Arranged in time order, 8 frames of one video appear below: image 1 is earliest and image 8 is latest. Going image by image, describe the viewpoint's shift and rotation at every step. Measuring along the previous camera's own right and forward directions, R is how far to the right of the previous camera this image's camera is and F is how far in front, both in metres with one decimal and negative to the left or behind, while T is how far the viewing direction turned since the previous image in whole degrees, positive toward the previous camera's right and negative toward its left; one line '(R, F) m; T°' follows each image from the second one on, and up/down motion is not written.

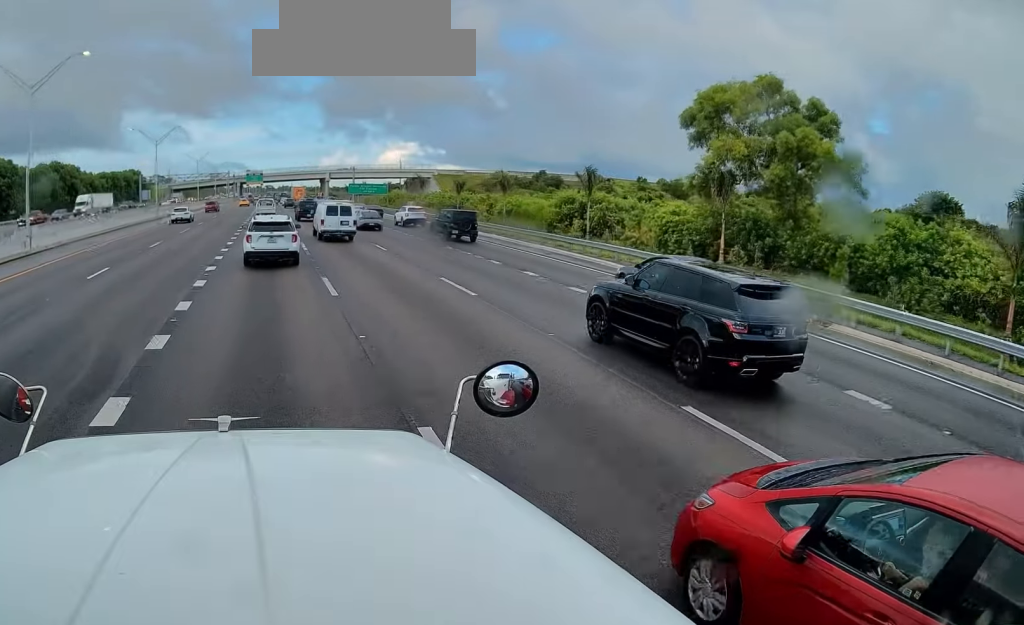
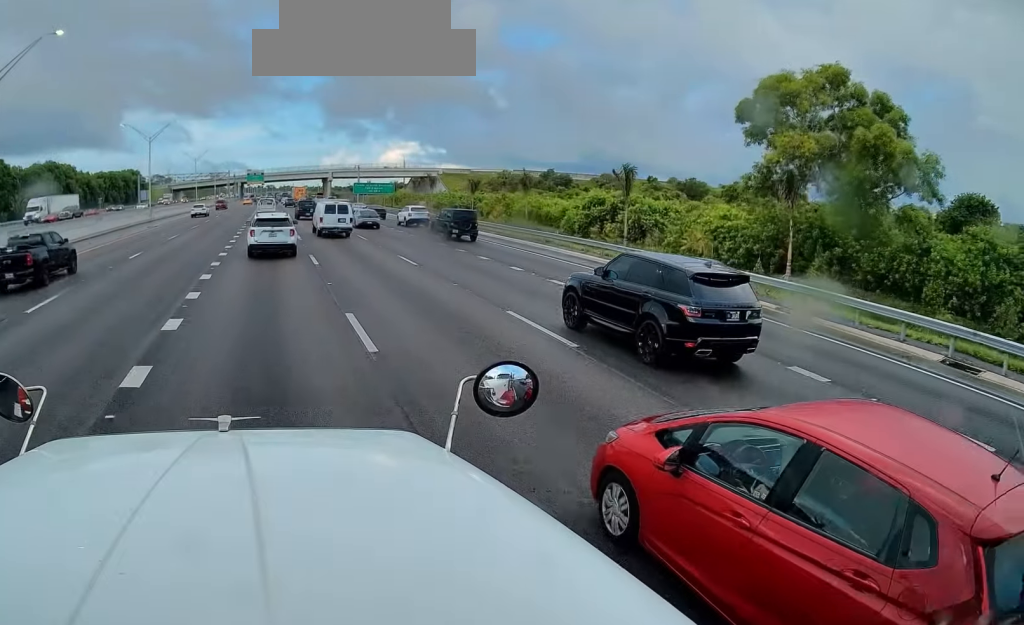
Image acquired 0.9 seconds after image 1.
(-0.2, +5.6) m; -2°
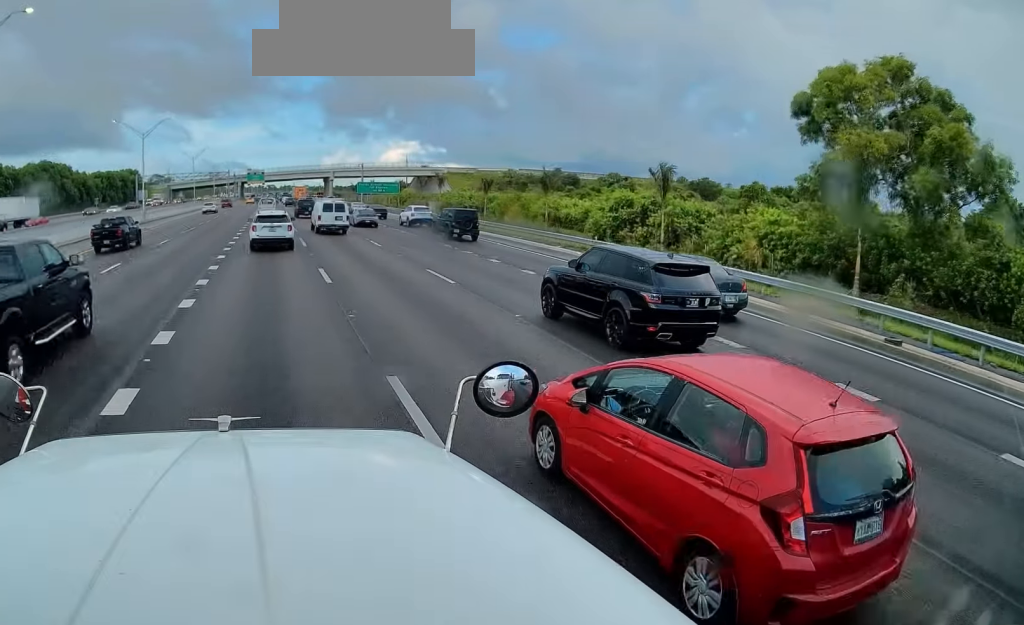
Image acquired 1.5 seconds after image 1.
(-0.1, +4.3) m; -1°
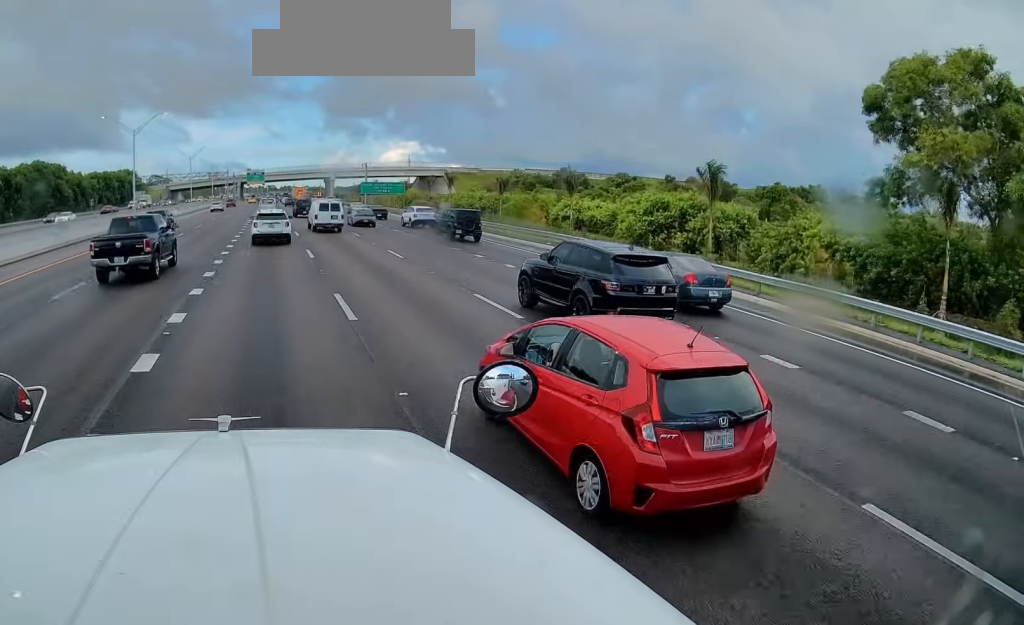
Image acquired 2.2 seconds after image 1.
(0.0, +5.2) m; 0°
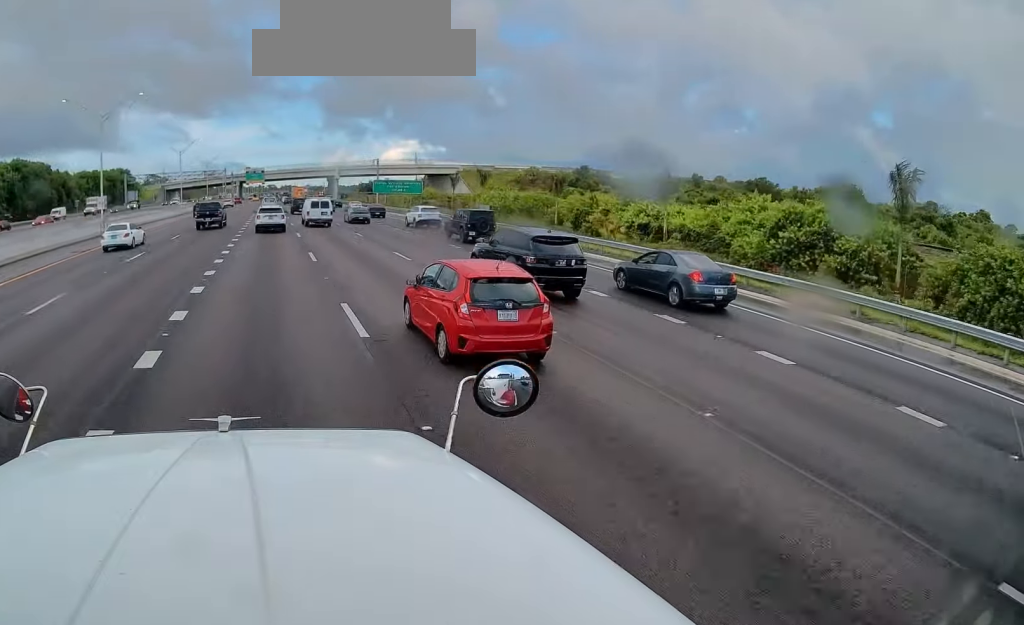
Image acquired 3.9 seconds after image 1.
(0.0, +13.4) m; 0°
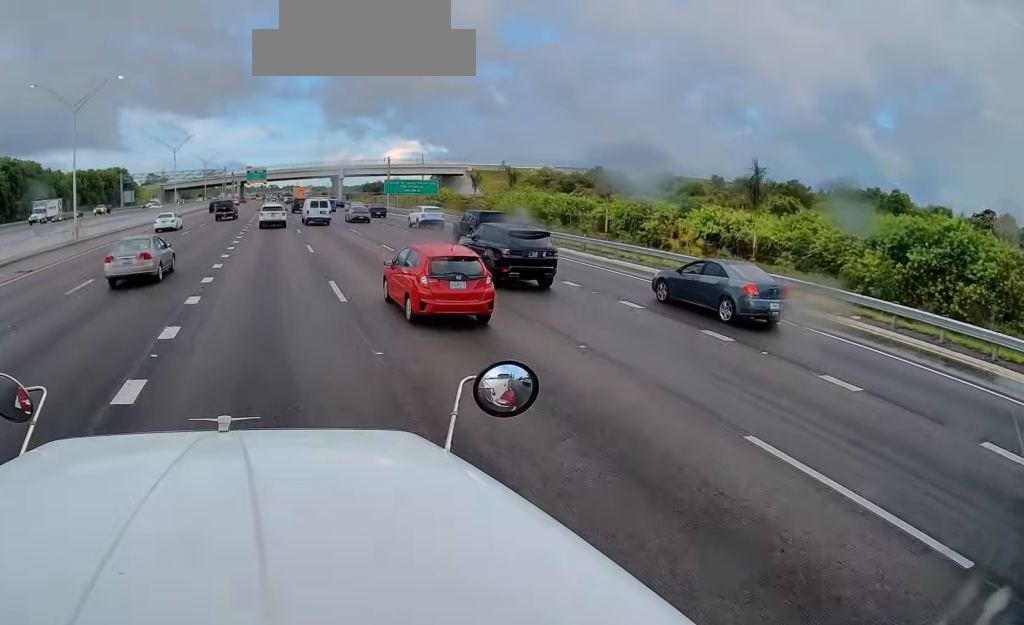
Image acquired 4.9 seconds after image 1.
(0.0, +8.8) m; 0°
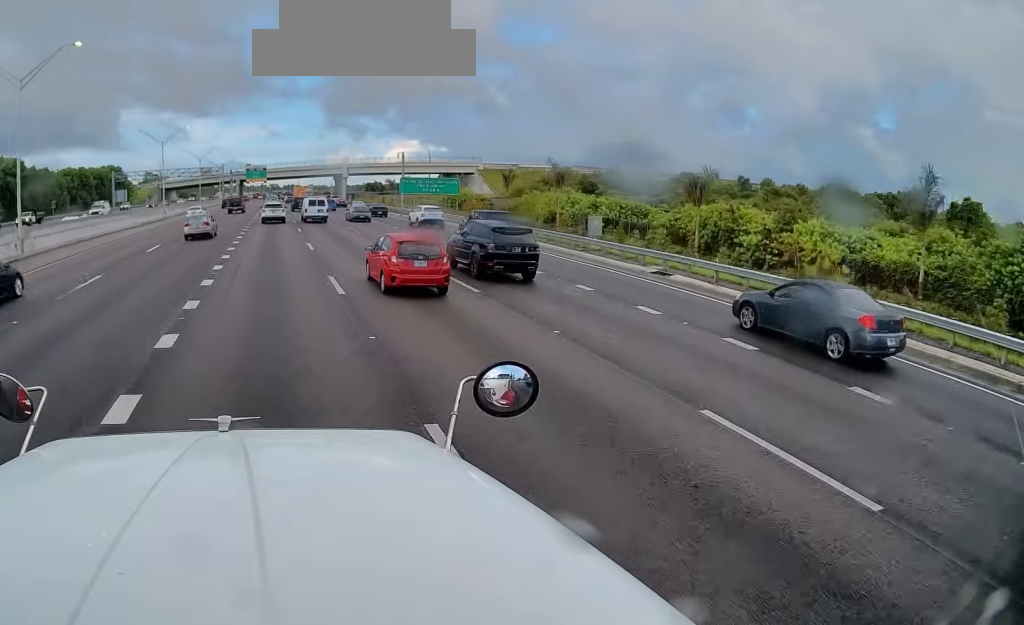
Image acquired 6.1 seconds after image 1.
(0.0, +10.9) m; -2°
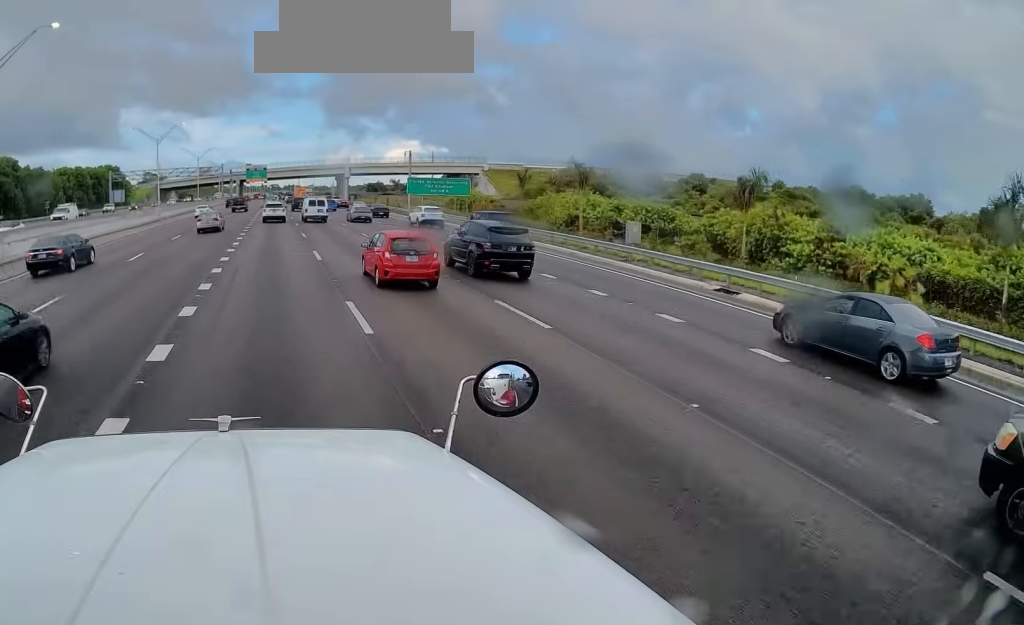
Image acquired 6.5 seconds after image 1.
(-0.1, +4.4) m; 0°
